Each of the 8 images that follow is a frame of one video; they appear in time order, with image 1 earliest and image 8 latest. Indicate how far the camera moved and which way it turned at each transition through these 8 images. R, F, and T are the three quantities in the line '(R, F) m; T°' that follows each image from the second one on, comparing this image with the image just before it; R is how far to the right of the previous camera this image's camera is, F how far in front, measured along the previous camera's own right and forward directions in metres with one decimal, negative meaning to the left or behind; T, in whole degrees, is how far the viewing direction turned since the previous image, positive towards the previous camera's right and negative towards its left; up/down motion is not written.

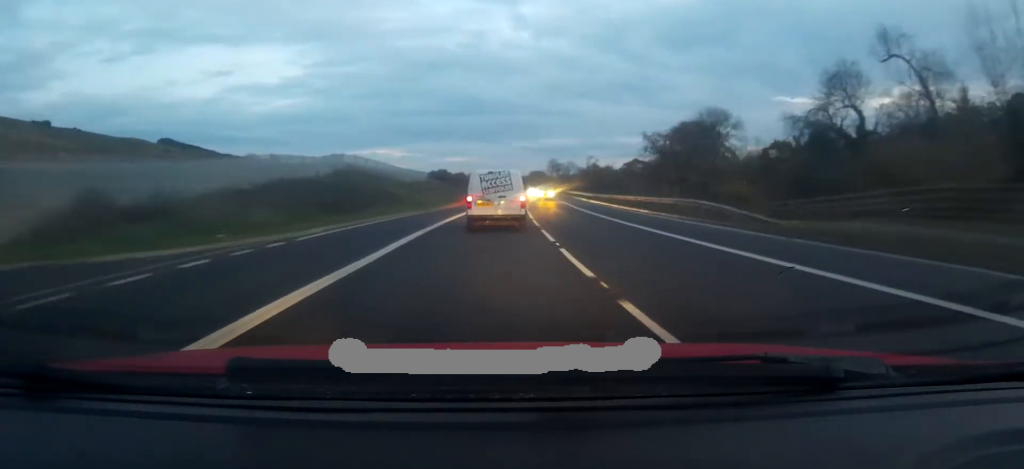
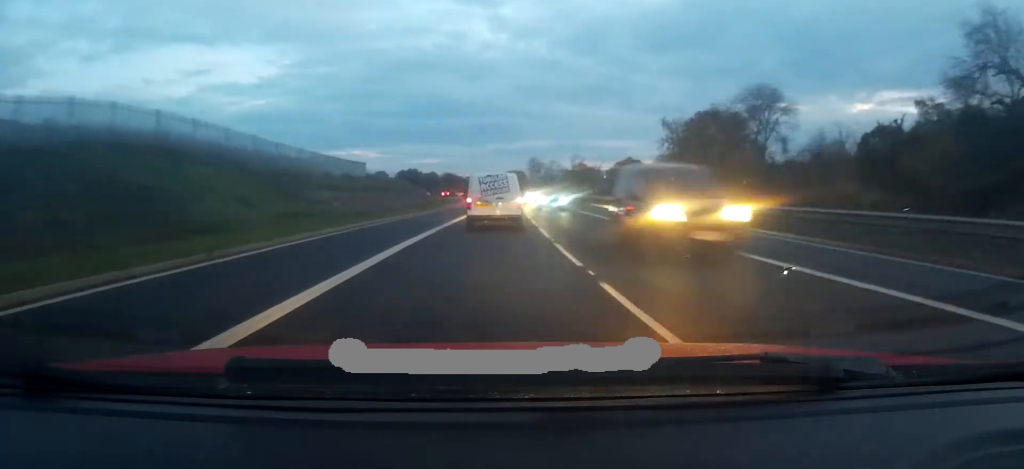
(+0.5, +29.0) m; +3°
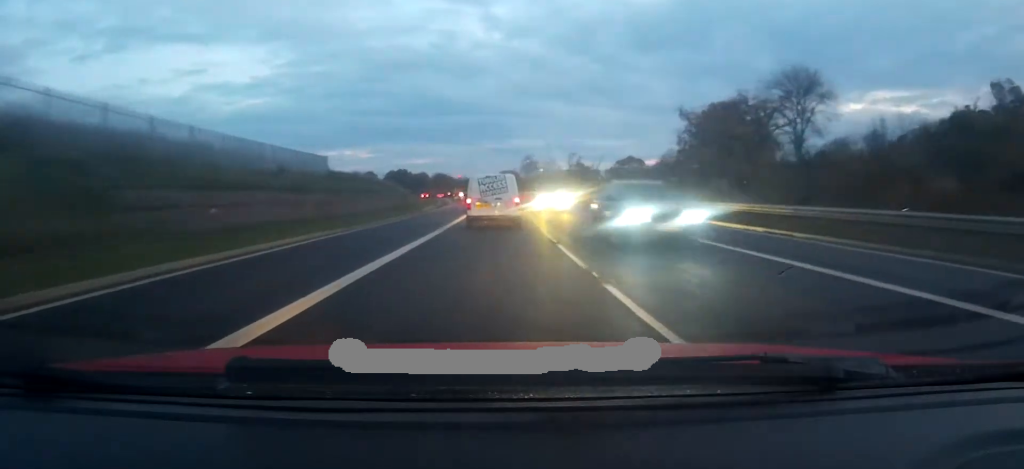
(+0.3, +12.5) m; 0°
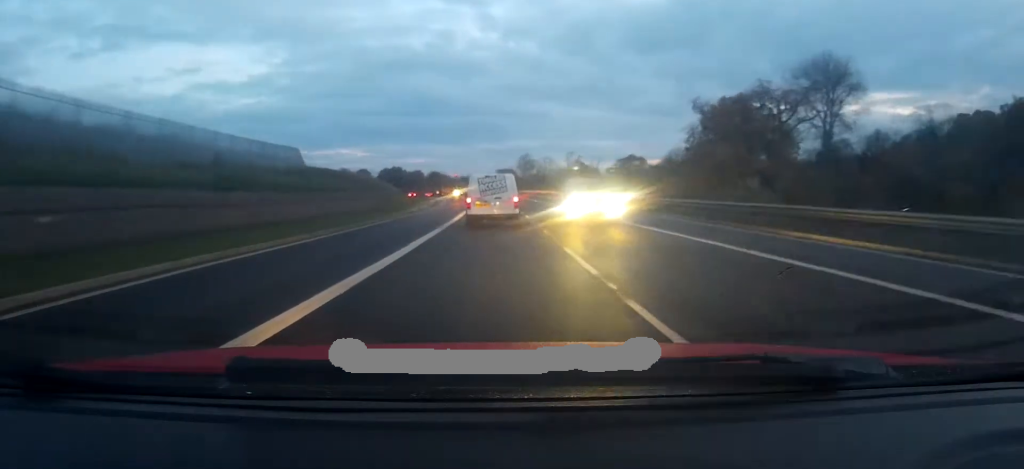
(0.0, +7.3) m; 0°
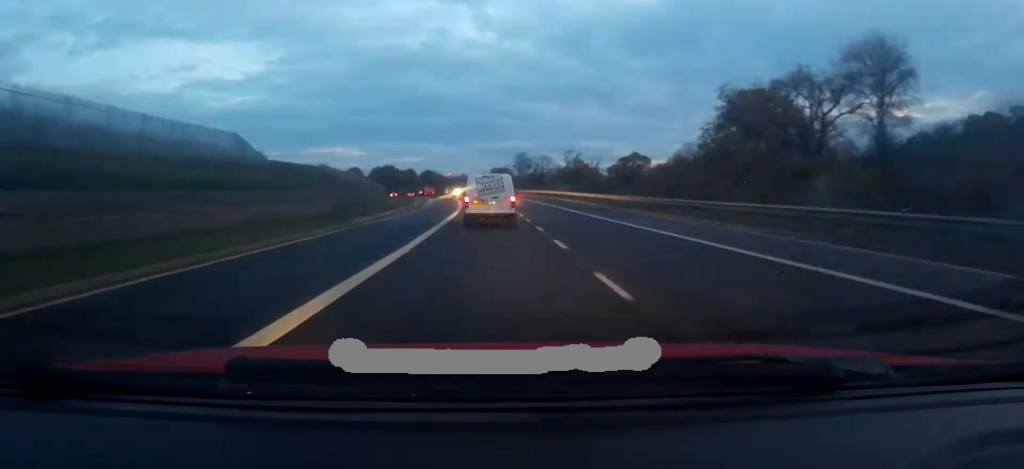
(-0.1, +10.5) m; -1°
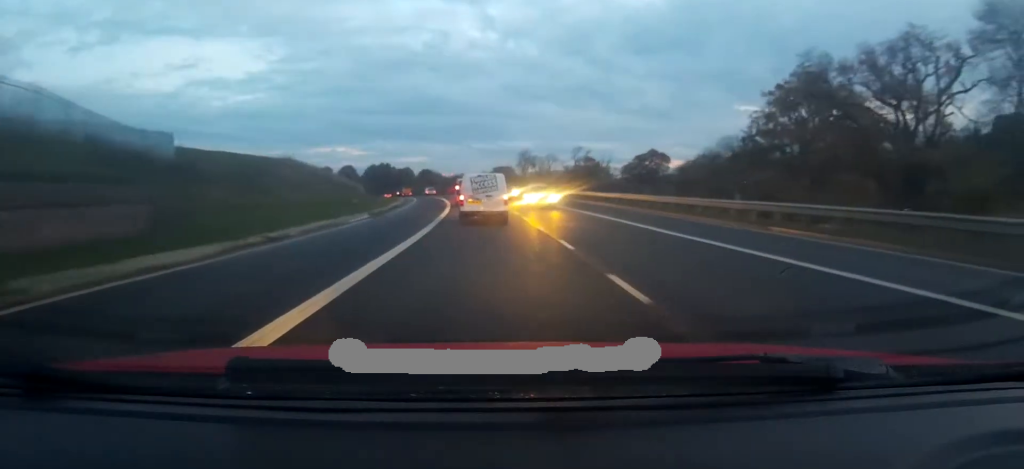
(-0.3, +18.5) m; 0°
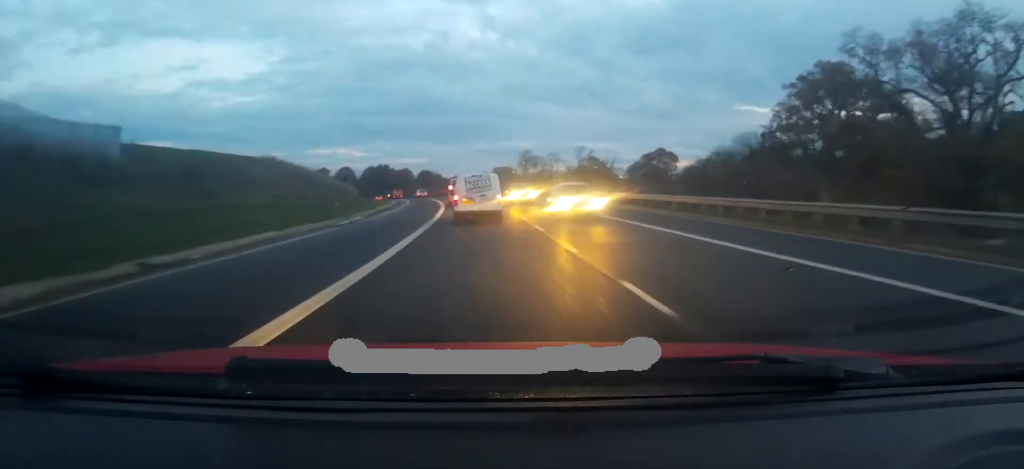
(+0.1, +6.9) m; 0°
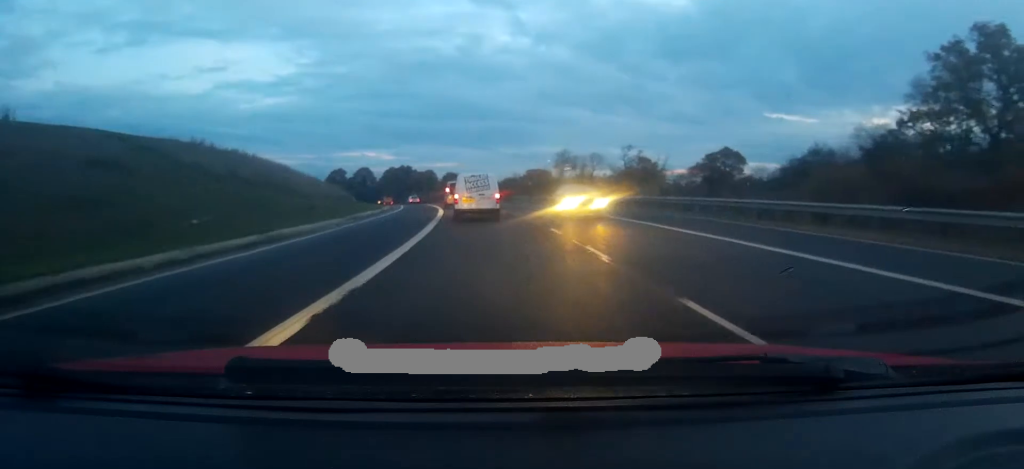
(-0.6, +25.8) m; -3°
